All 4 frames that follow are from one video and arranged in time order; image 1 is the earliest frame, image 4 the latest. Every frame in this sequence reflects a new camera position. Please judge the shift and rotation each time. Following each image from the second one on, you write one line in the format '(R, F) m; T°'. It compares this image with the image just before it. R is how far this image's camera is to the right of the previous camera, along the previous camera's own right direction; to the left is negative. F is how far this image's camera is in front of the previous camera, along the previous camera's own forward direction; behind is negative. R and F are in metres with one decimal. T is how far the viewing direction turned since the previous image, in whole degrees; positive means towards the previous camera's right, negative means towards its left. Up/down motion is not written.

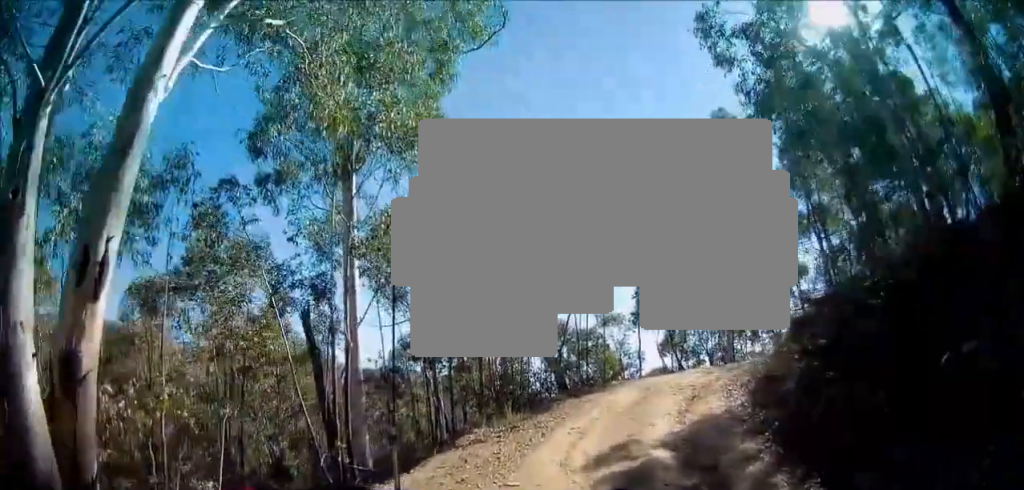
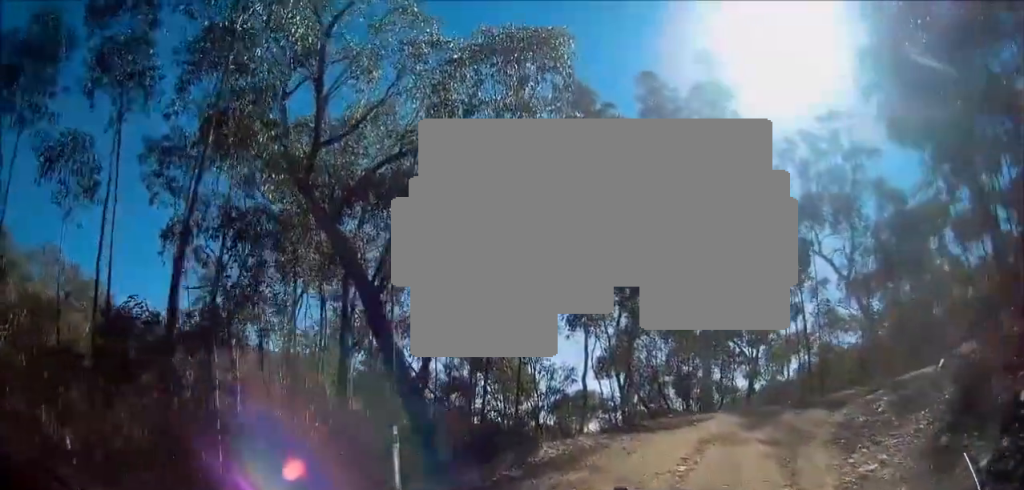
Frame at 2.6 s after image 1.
(+1.1, +10.3) m; +20°
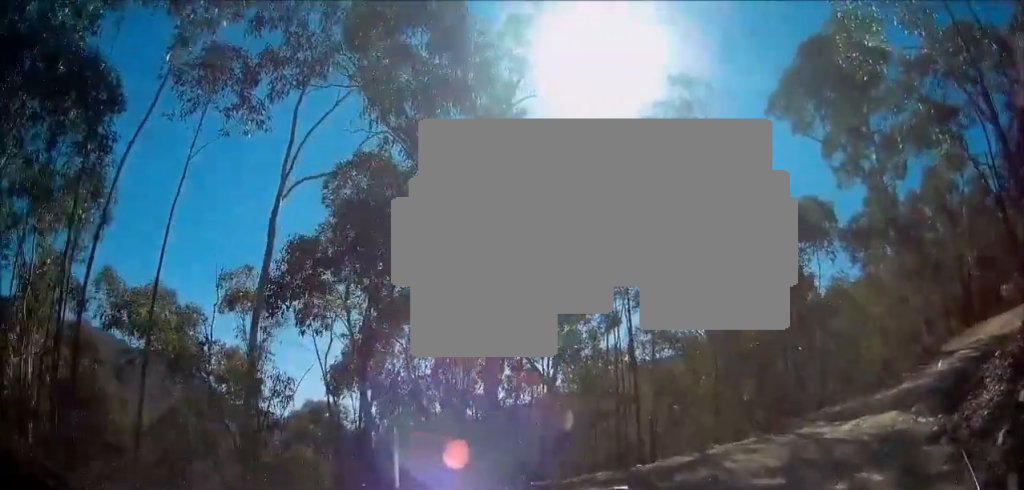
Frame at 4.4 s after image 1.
(+1.0, +6.5) m; +18°
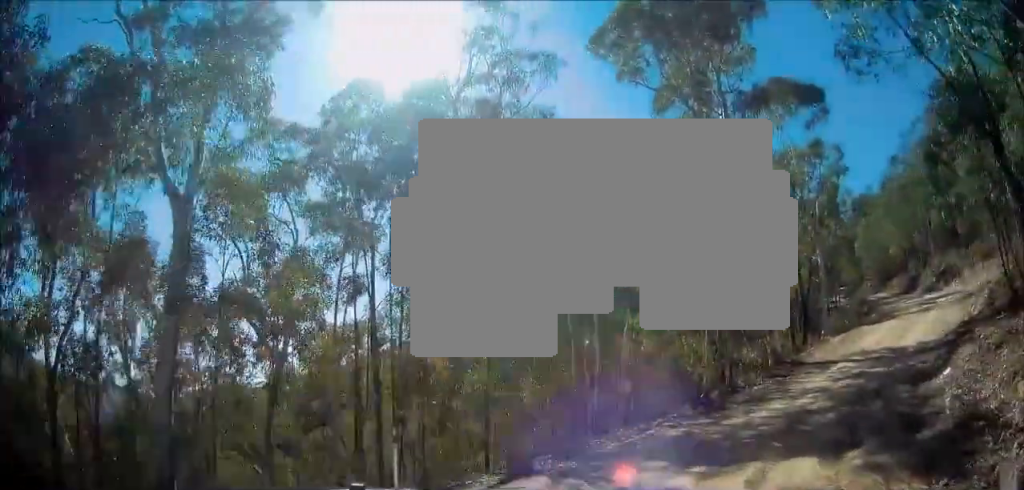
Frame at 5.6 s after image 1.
(+0.5, +4.2) m; +18°
